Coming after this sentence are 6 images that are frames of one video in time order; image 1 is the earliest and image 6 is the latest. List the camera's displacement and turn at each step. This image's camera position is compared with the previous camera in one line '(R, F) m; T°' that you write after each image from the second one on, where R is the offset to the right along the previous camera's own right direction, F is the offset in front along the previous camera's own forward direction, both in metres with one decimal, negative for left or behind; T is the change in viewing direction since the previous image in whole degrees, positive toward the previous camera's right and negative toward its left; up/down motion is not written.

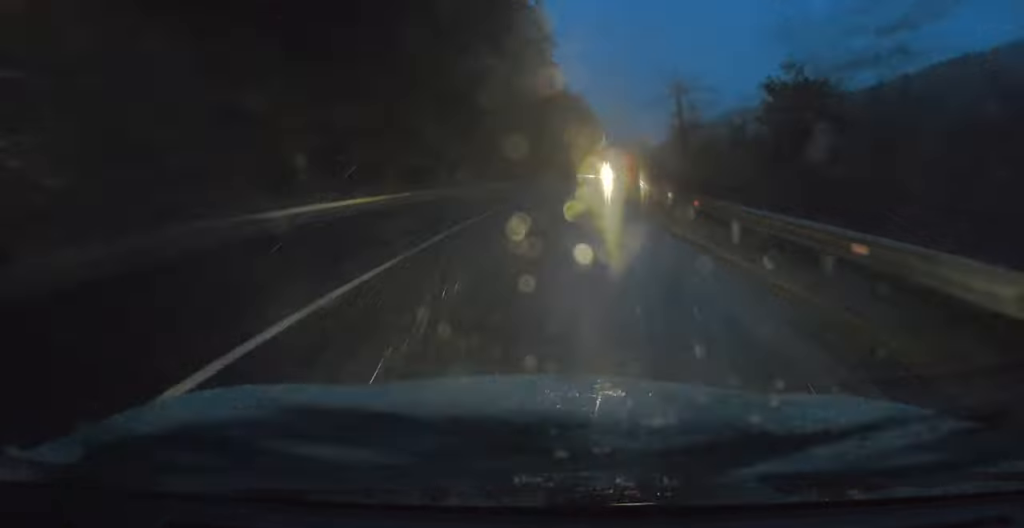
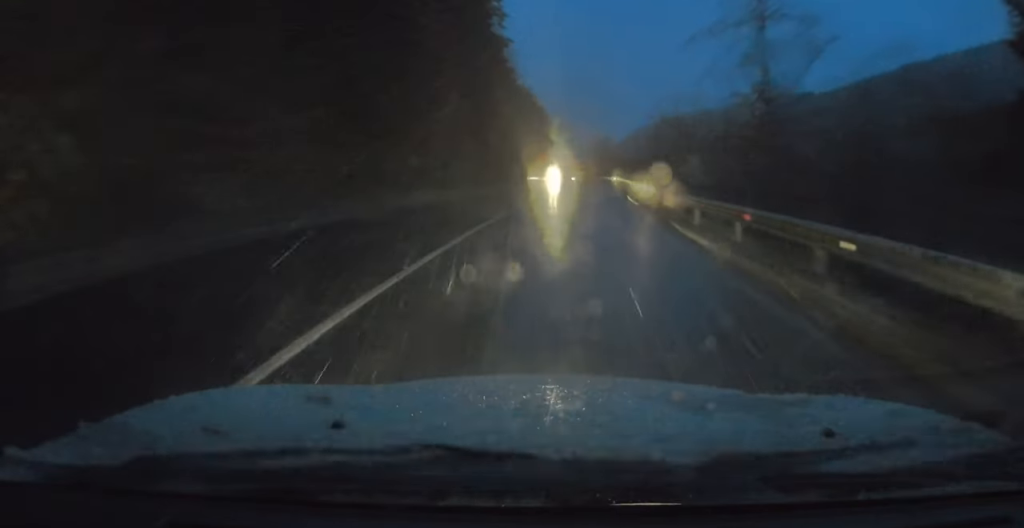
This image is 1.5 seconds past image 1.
(+0.5, +19.7) m; +3°
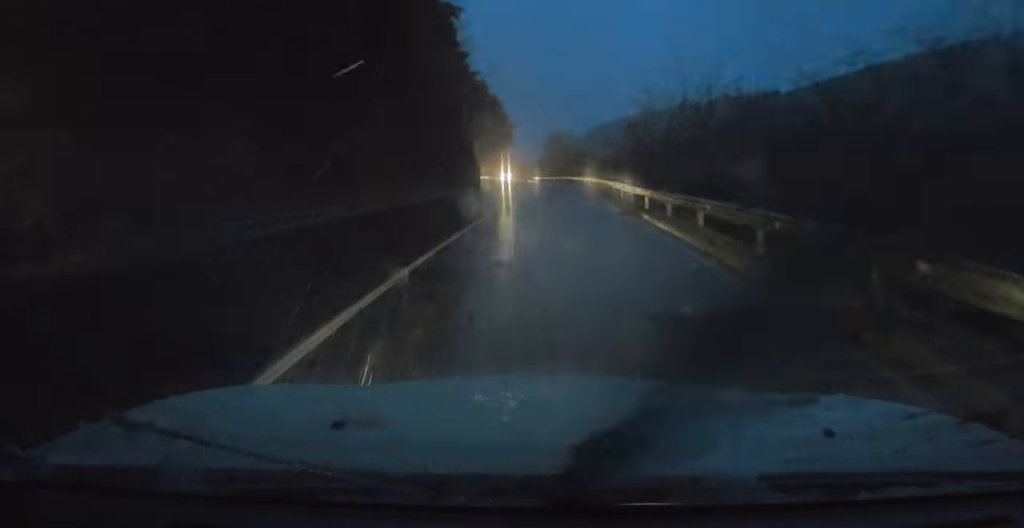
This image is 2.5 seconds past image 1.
(+0.3, +13.7) m; +1°
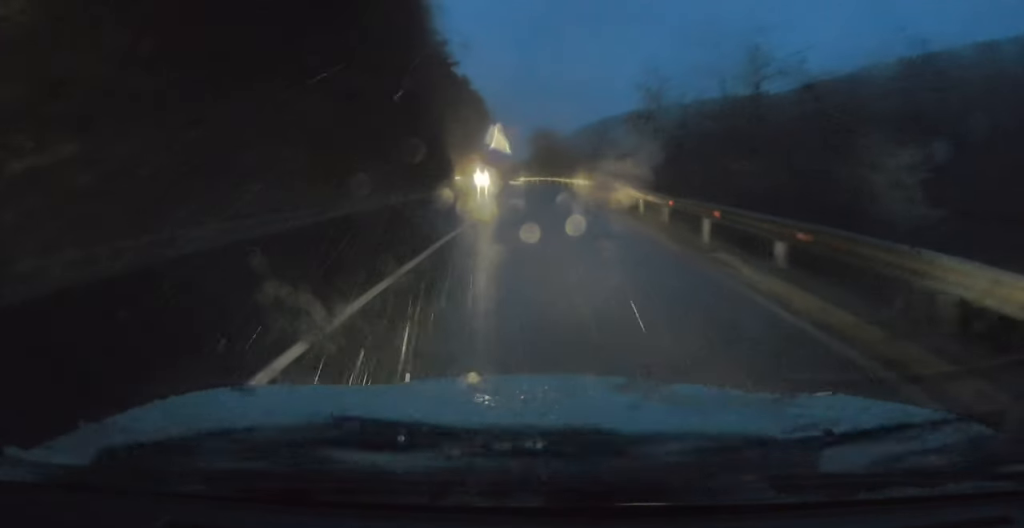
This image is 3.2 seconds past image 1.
(0.0, +9.2) m; 0°
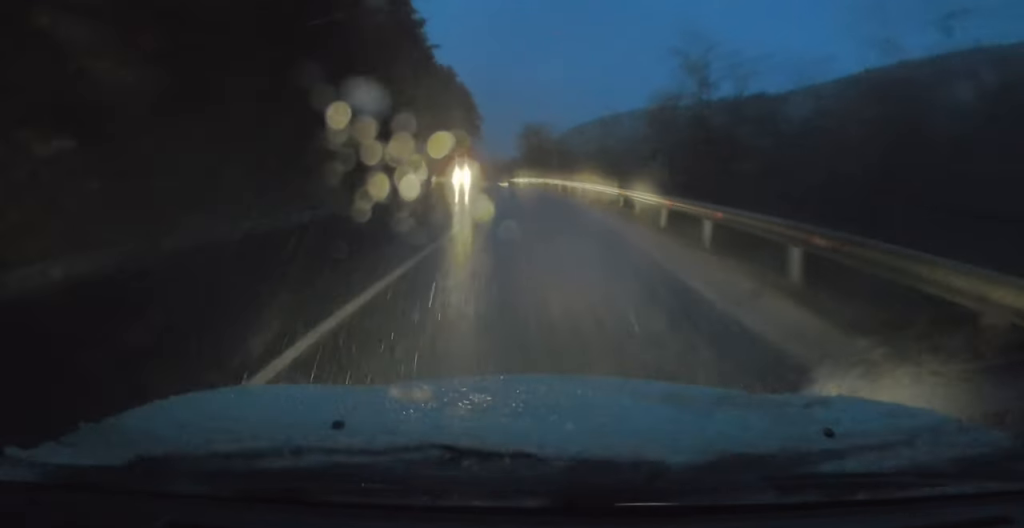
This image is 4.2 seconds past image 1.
(0.0, +12.7) m; 0°
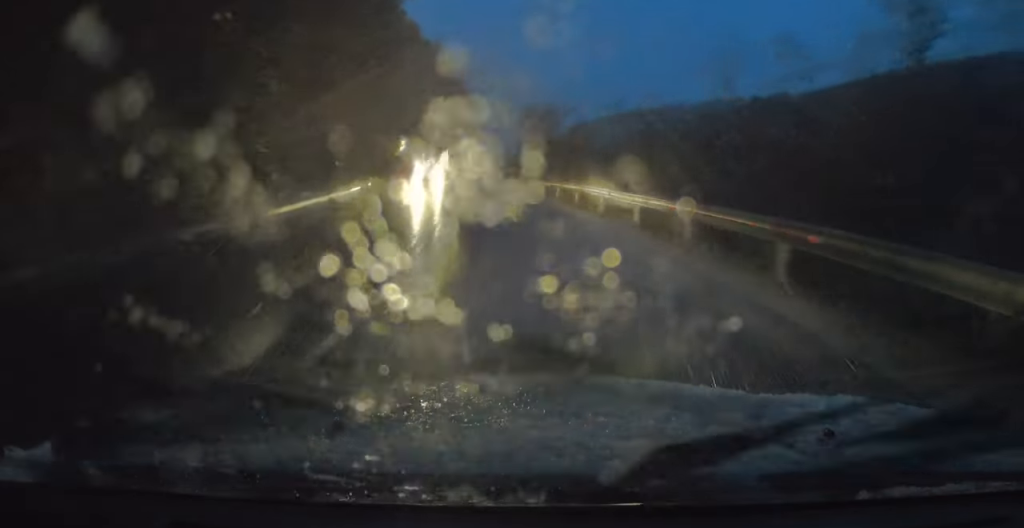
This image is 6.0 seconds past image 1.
(-0.8, +23.6) m; -5°
